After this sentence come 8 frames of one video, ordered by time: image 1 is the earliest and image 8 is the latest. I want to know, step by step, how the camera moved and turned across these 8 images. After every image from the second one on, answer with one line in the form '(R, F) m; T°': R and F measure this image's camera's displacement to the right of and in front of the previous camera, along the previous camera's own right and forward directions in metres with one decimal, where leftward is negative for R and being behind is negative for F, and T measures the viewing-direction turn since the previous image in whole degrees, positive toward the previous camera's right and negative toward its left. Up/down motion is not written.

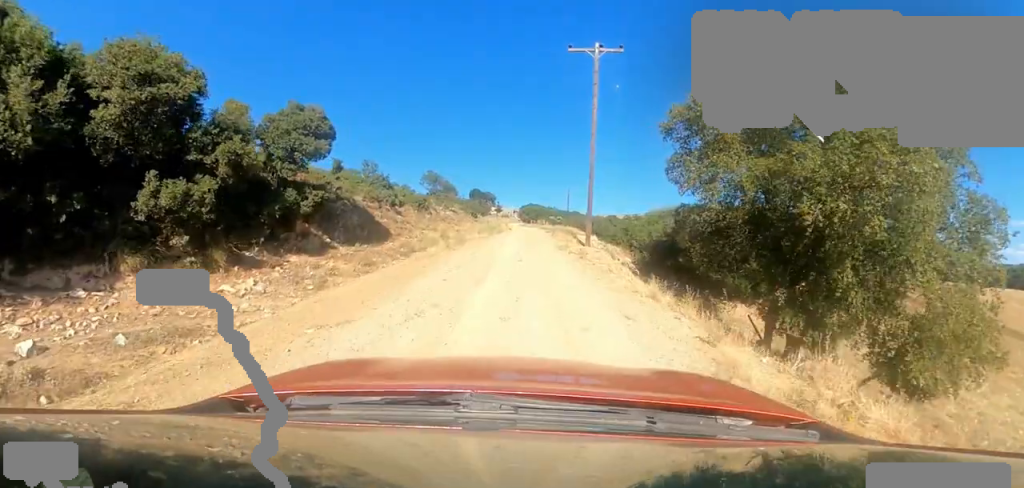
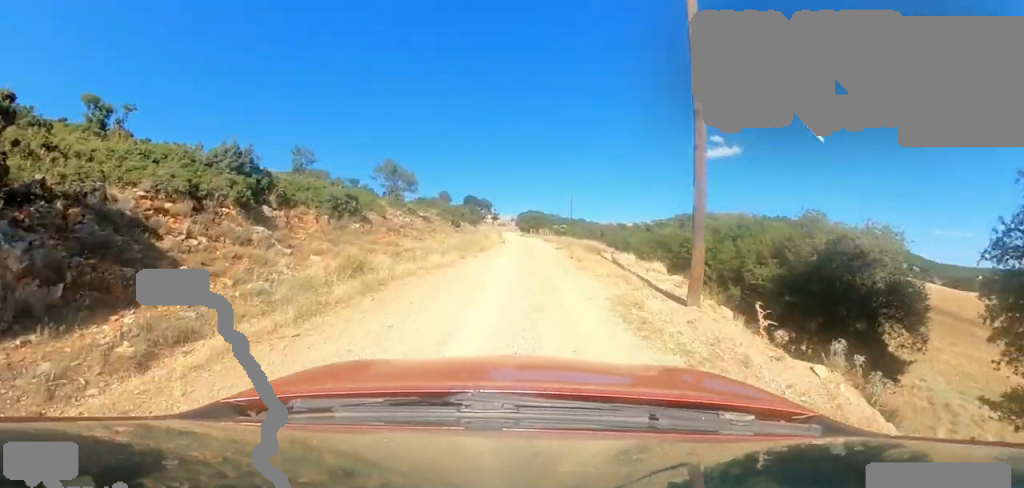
(-0.1, +9.0) m; -1°
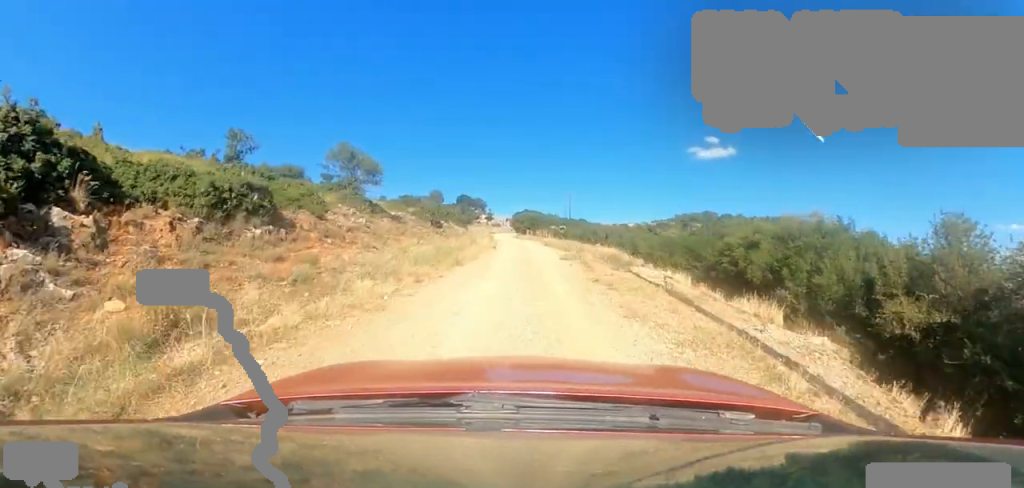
(0.0, +4.7) m; 0°
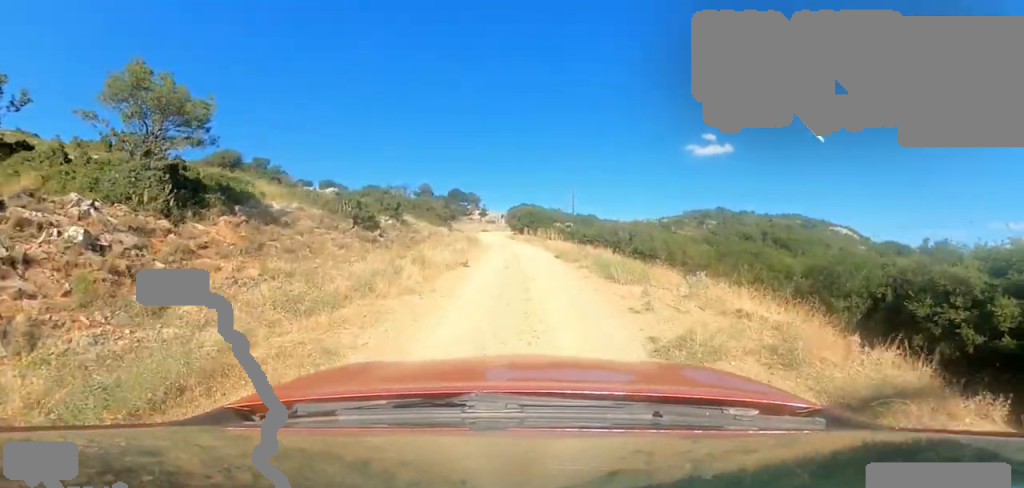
(0.0, +9.7) m; 0°
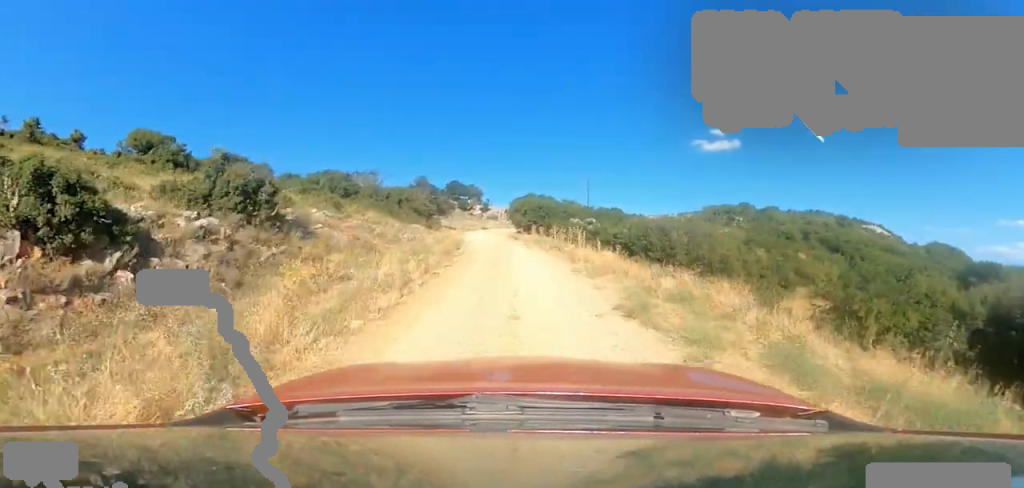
(0.0, +9.7) m; 0°
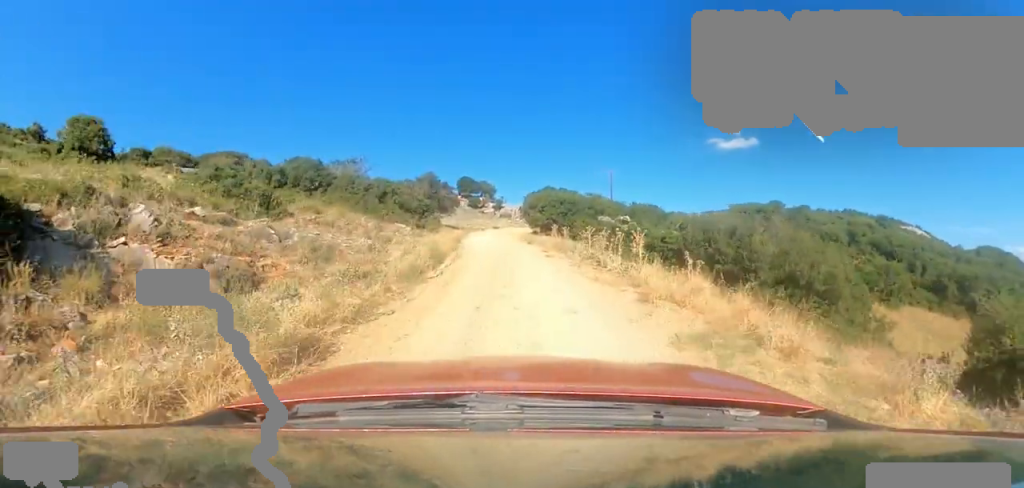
(0.0, +6.2) m; 0°
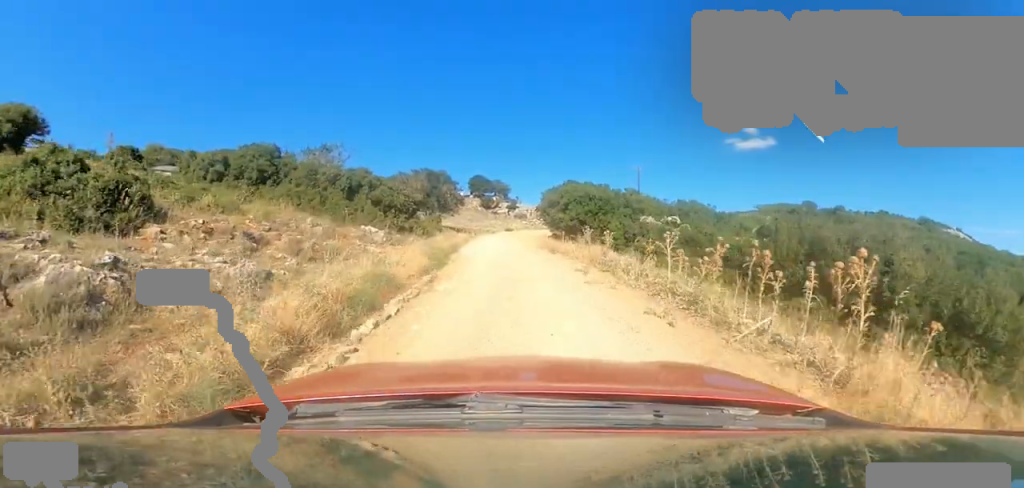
(0.0, +5.8) m; -1°
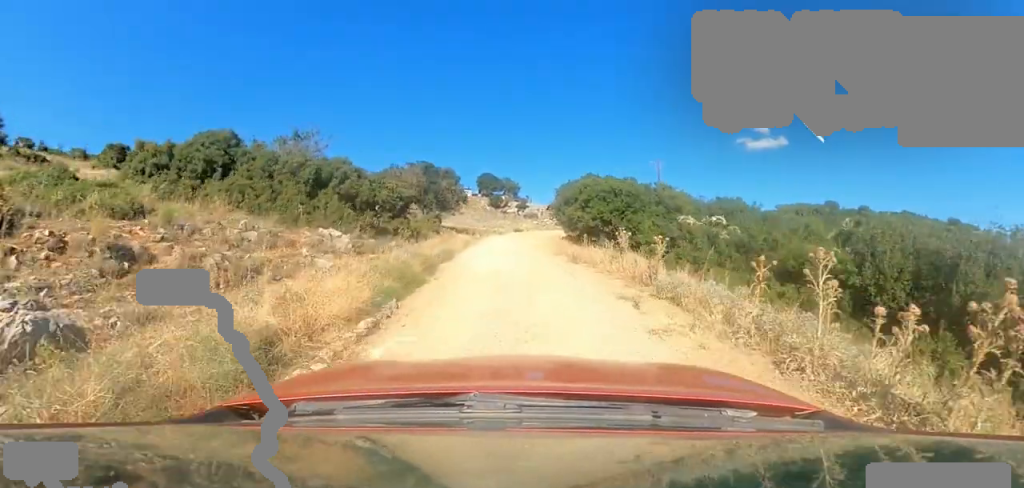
(0.0, +3.7) m; -3°
